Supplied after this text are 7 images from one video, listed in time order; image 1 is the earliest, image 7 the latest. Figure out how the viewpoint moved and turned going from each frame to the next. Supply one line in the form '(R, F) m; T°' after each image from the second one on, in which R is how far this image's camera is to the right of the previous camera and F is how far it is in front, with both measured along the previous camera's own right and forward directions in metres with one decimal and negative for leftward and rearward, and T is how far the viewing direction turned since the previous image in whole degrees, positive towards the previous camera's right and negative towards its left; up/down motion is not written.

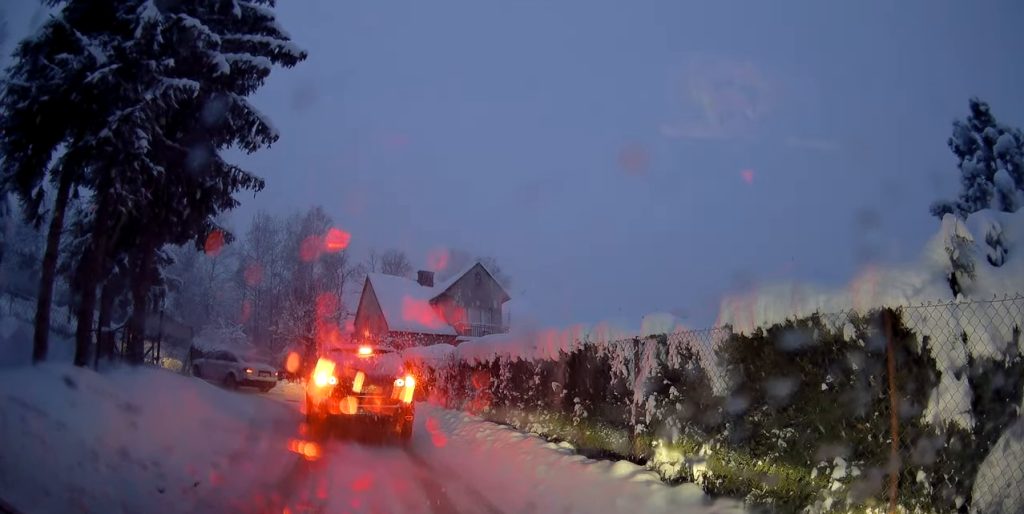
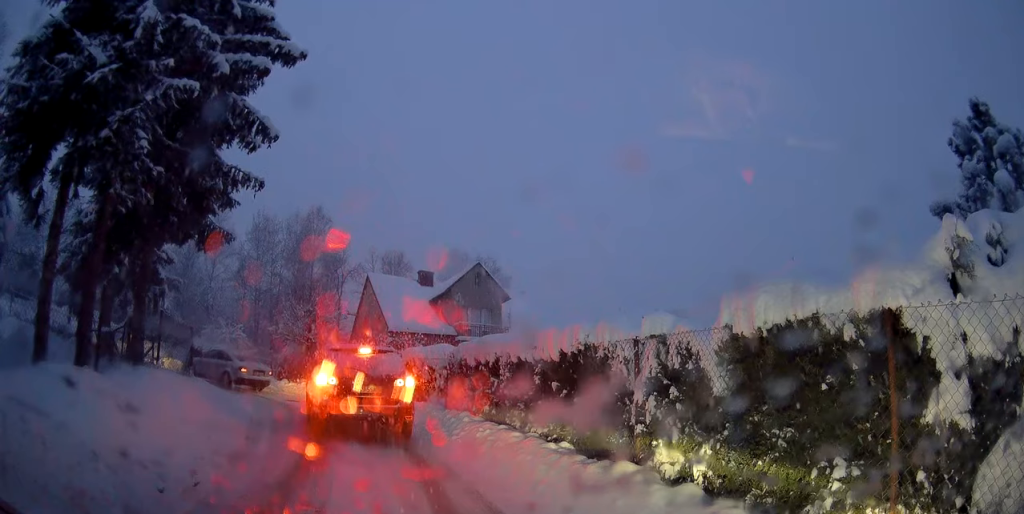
(0.0, 0.0) m; 0°
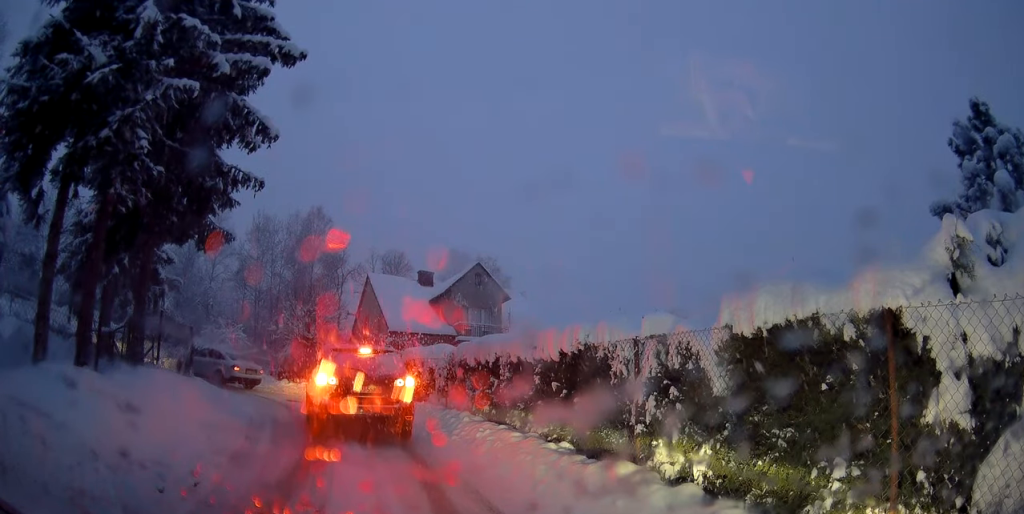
(0.0, 0.0) m; 0°
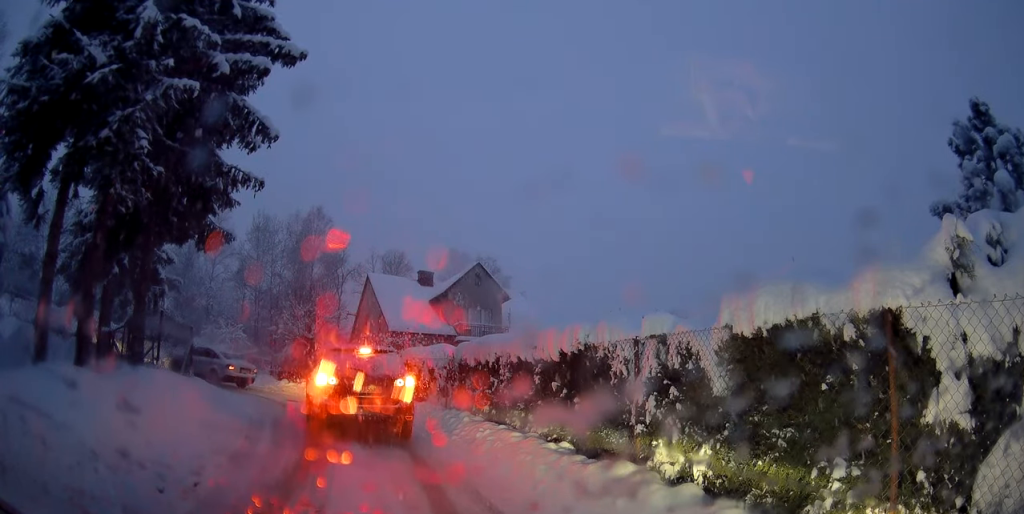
(0.0, 0.0) m; 0°
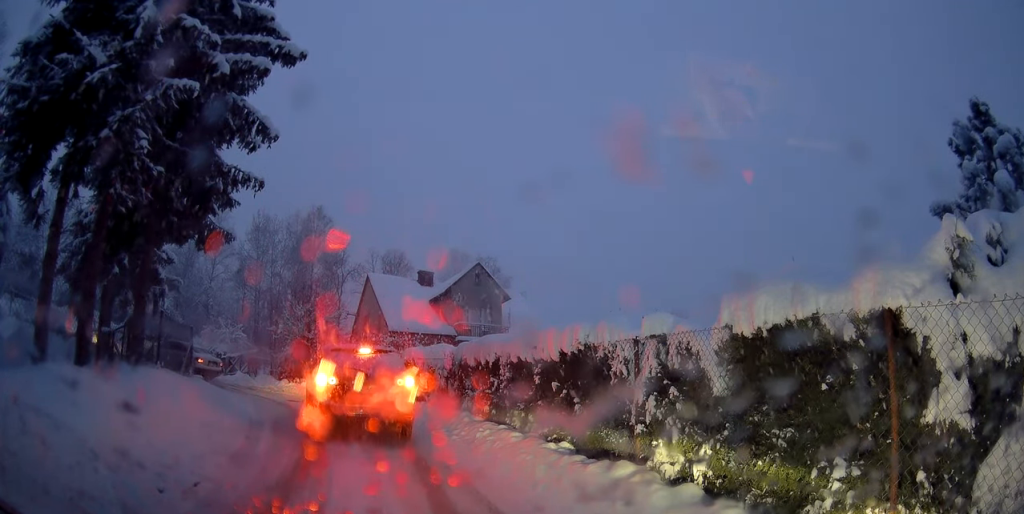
(0.0, 0.0) m; 0°
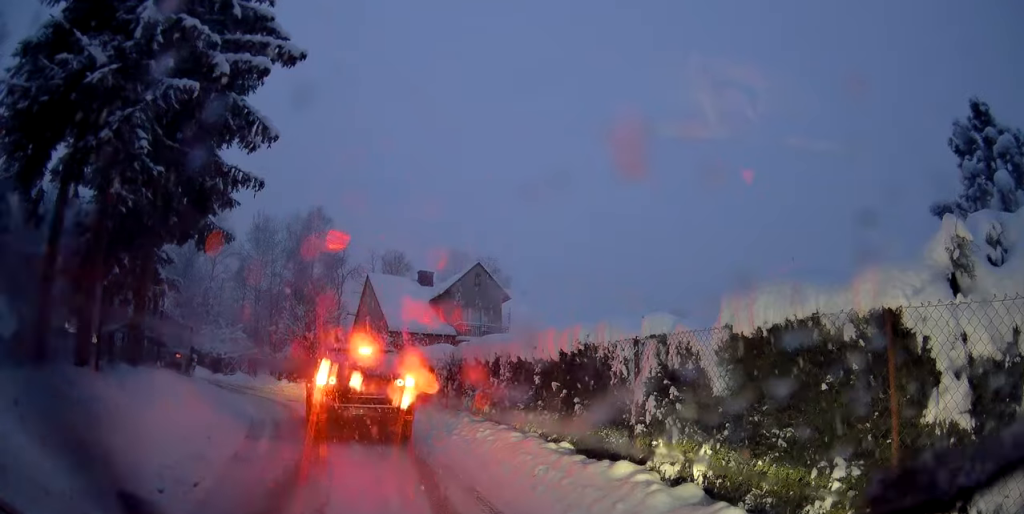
(0.0, 0.0) m; 0°
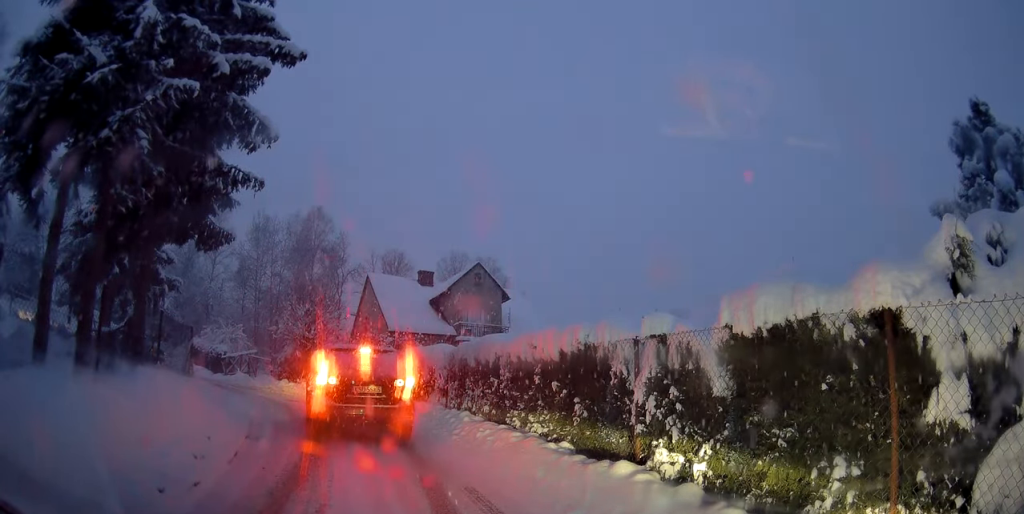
(0.0, 0.0) m; 0°
